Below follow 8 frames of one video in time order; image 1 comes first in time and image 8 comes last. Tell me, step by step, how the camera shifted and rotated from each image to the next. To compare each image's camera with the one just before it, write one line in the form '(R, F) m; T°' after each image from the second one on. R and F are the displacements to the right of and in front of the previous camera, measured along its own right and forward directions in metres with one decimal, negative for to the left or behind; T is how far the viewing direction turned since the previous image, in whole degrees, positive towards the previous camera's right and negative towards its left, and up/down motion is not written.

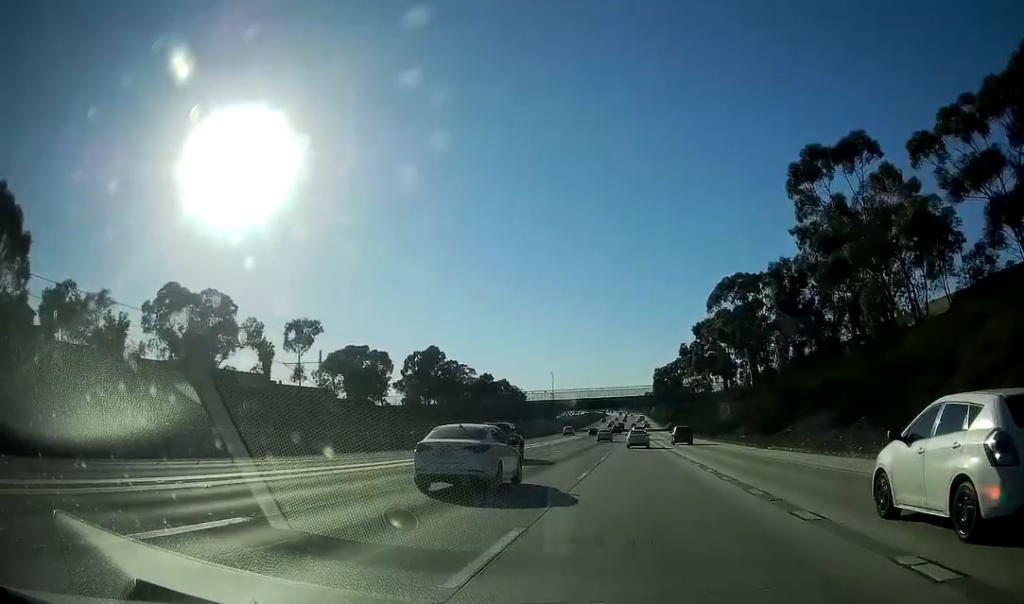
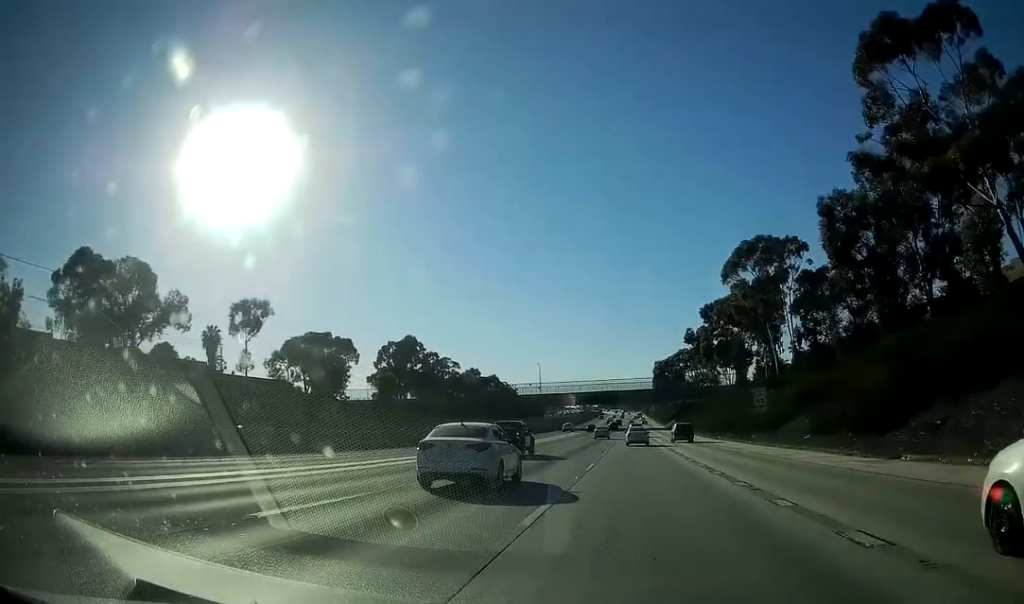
(0.0, +26.4) m; 0°
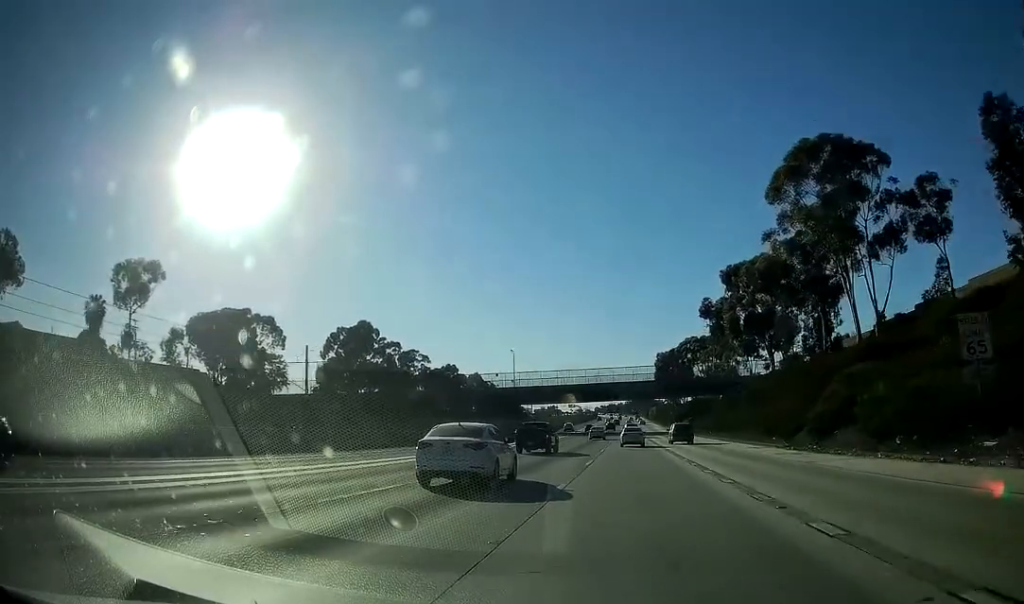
(+0.1, +41.3) m; 0°
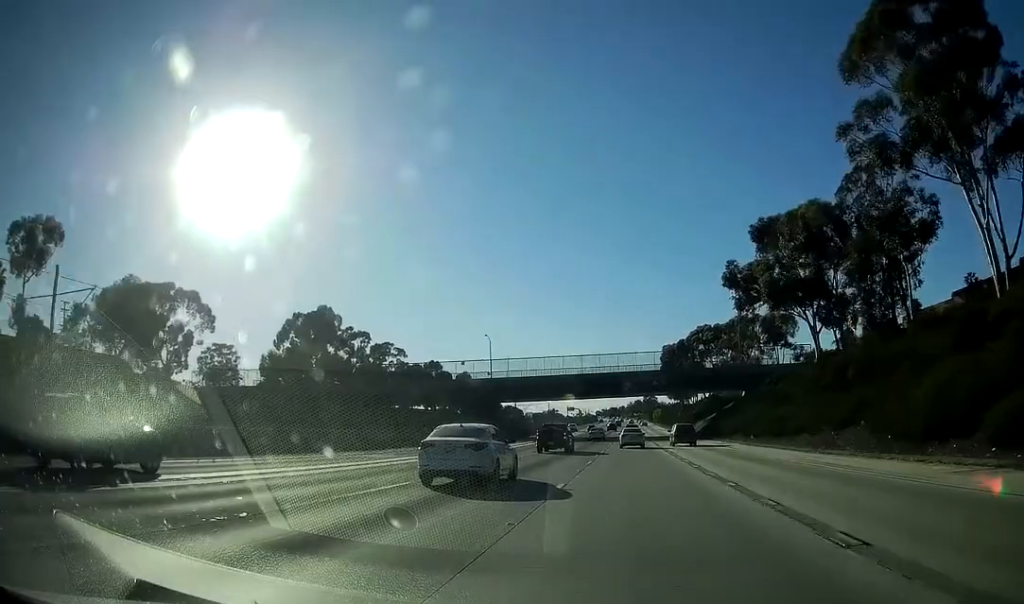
(0.0, +28.8) m; 0°
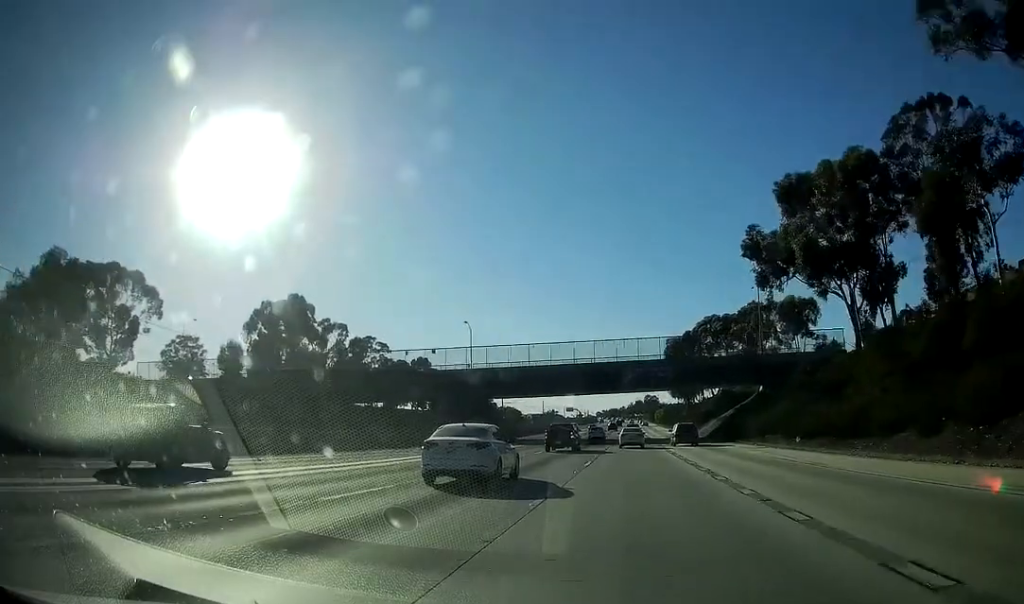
(0.0, +15.9) m; 0°
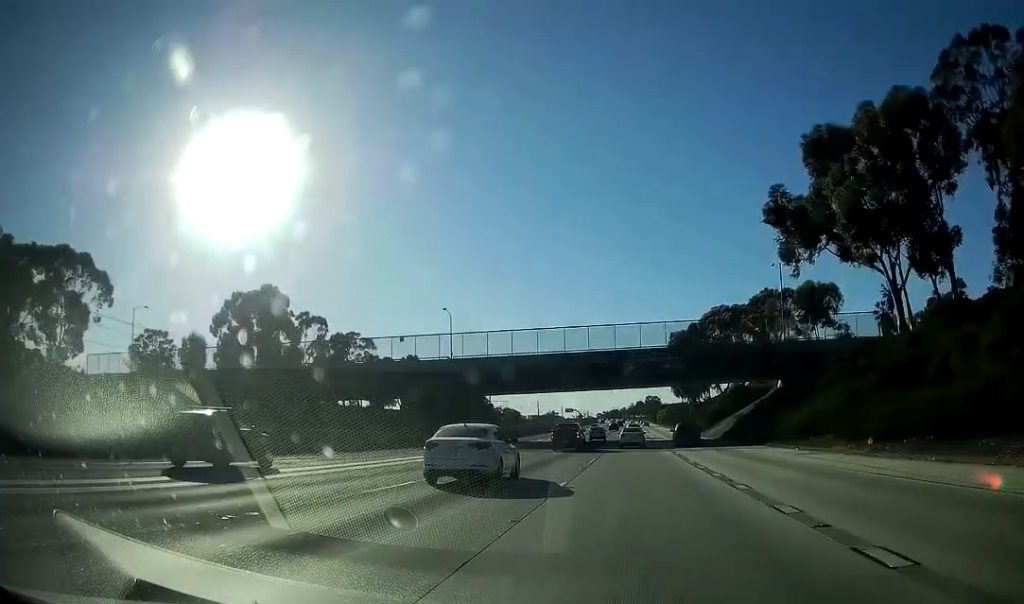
(0.0, +13.7) m; 0°
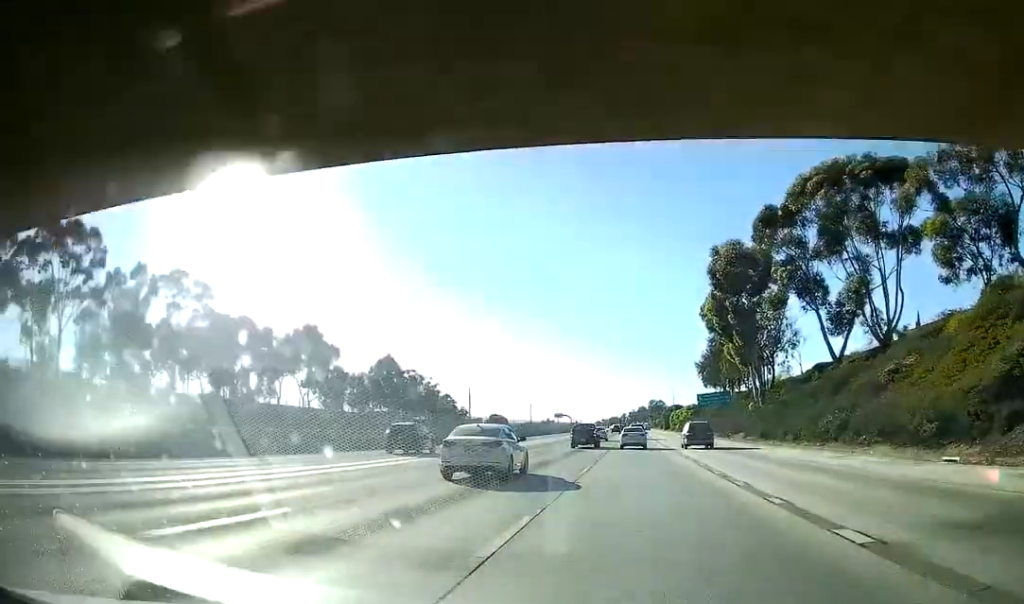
(-0.4, +80.8) m; 0°
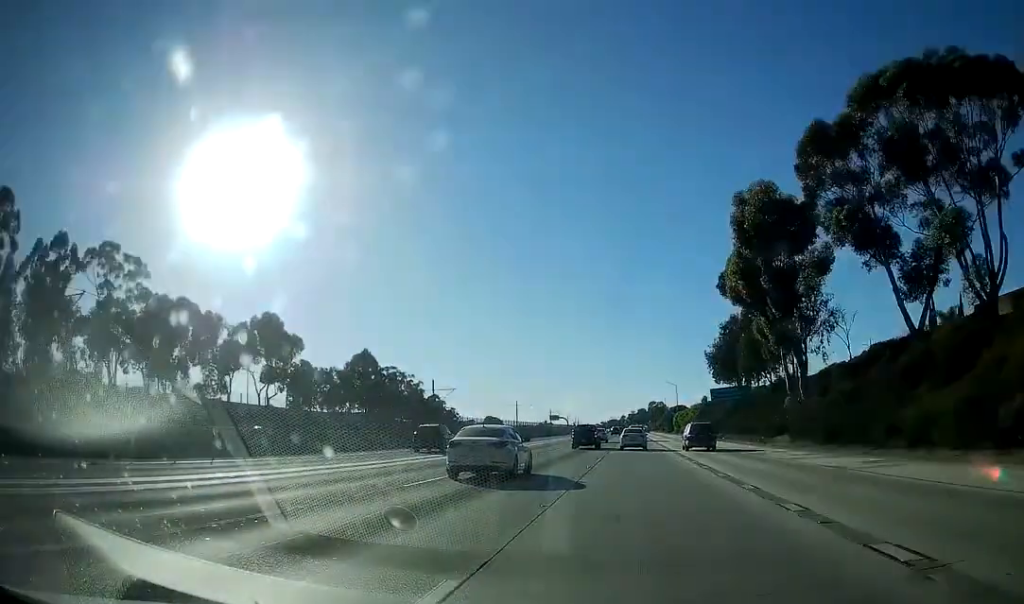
(+0.3, +19.7) m; 0°
